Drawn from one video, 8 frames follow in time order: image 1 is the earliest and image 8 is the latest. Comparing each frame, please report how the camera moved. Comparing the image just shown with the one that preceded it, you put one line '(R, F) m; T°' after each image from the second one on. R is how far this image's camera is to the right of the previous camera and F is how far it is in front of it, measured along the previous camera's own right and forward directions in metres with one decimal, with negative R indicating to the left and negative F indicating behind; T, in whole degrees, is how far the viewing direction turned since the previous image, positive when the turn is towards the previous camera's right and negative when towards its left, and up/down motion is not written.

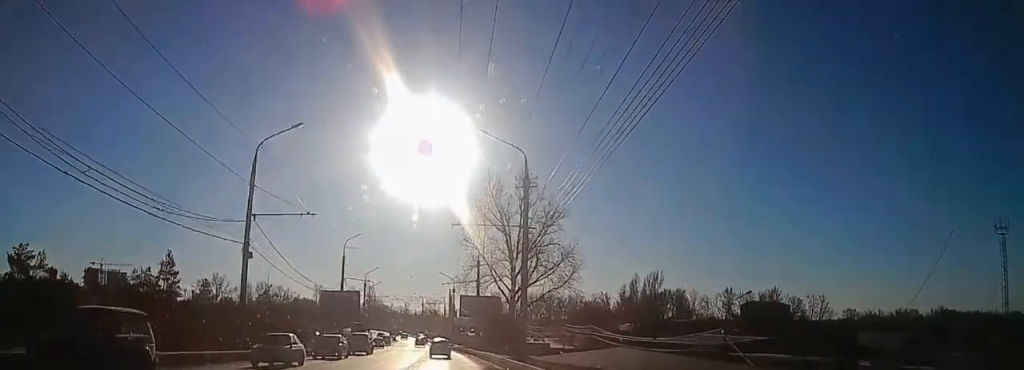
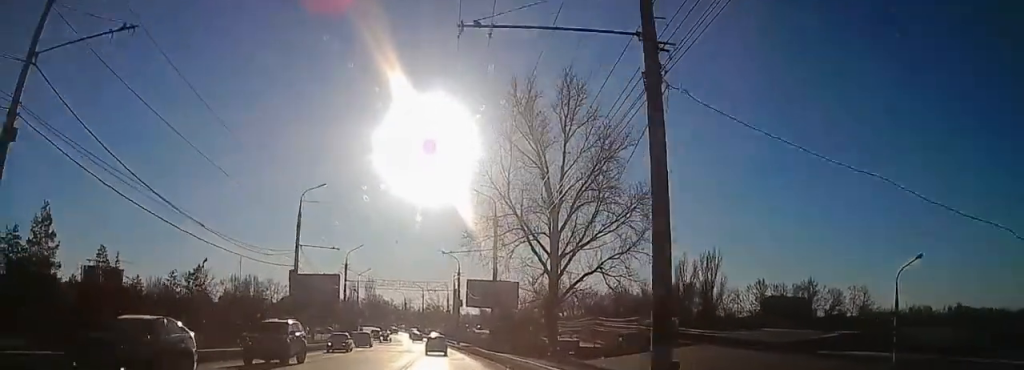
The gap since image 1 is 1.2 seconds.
(+0.7, +19.6) m; +2°
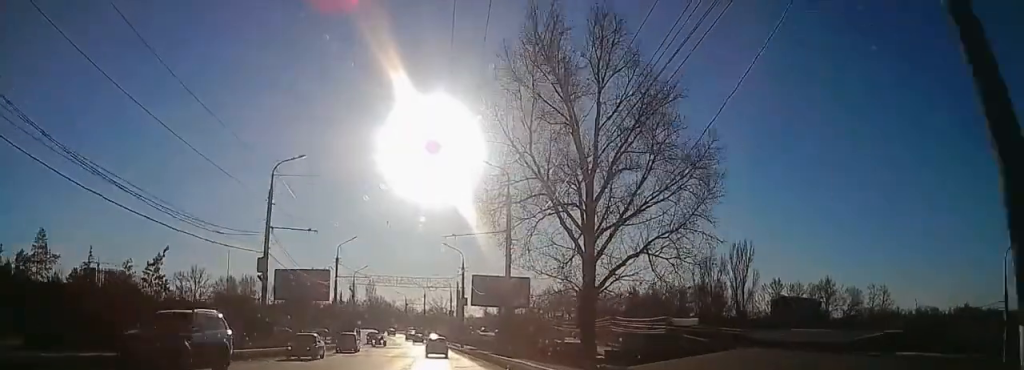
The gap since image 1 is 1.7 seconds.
(0.0, +8.0) m; 0°
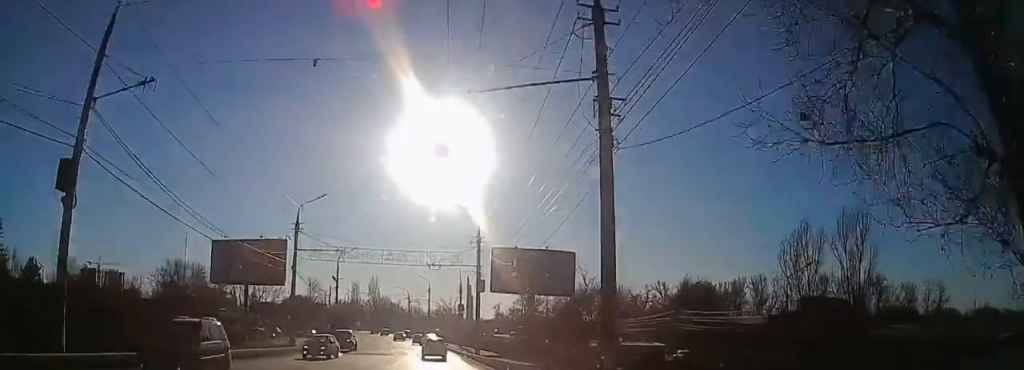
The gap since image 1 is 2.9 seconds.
(0.0, +20.0) m; -1°
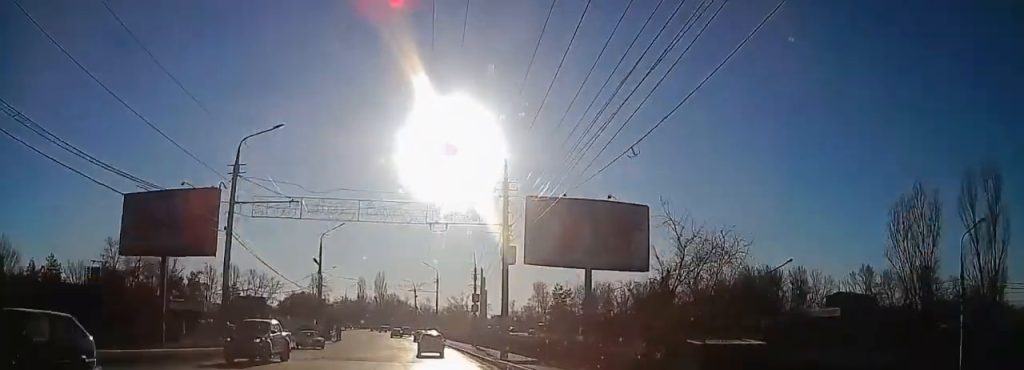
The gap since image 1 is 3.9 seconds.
(-0.4, +15.9) m; -2°
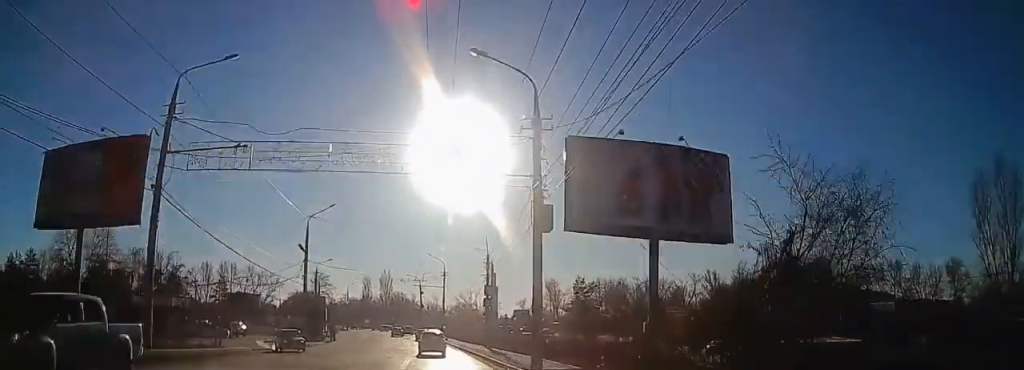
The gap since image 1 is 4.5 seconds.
(-0.4, +9.6) m; 0°
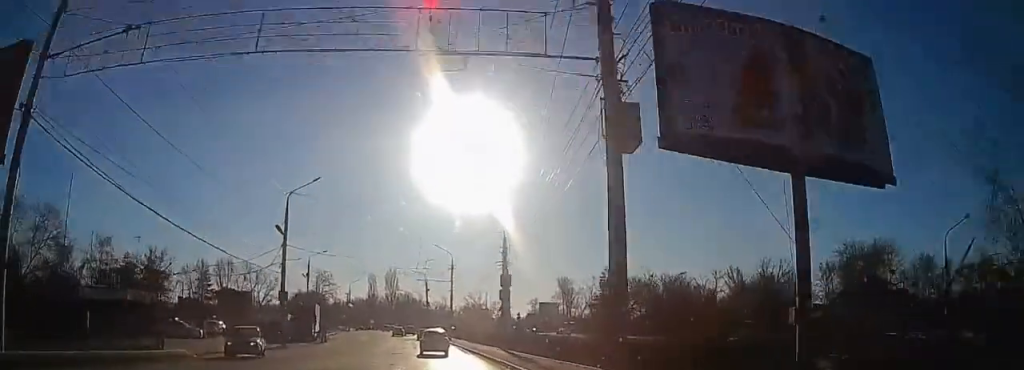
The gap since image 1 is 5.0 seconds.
(+0.5, +9.4) m; -1°
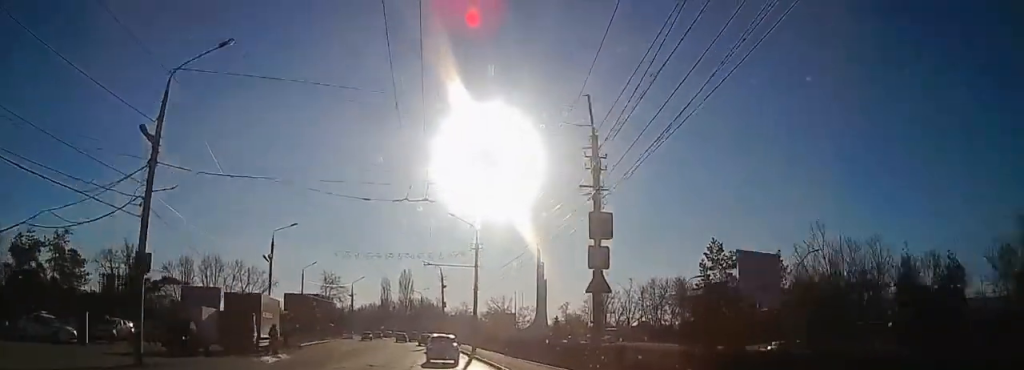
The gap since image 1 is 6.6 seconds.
(-1.2, +24.2) m; -3°
